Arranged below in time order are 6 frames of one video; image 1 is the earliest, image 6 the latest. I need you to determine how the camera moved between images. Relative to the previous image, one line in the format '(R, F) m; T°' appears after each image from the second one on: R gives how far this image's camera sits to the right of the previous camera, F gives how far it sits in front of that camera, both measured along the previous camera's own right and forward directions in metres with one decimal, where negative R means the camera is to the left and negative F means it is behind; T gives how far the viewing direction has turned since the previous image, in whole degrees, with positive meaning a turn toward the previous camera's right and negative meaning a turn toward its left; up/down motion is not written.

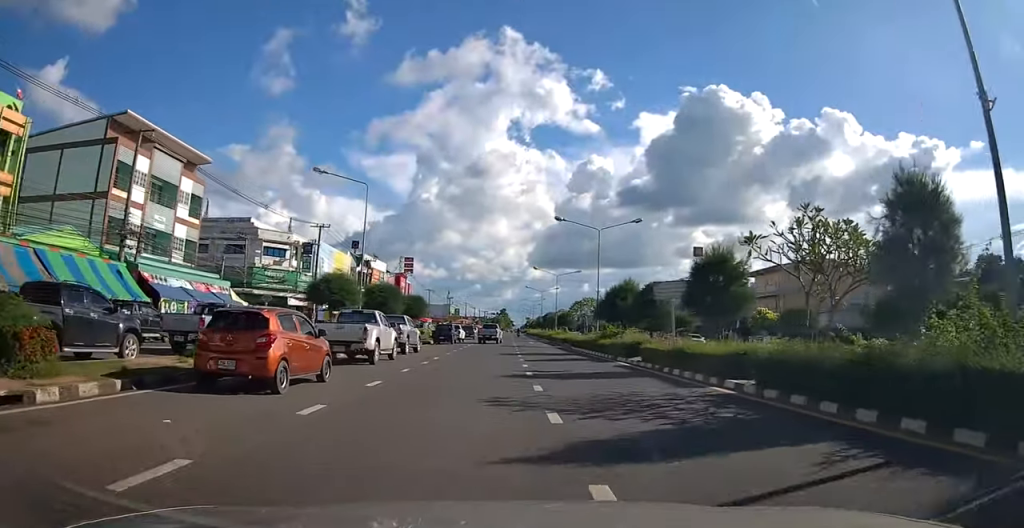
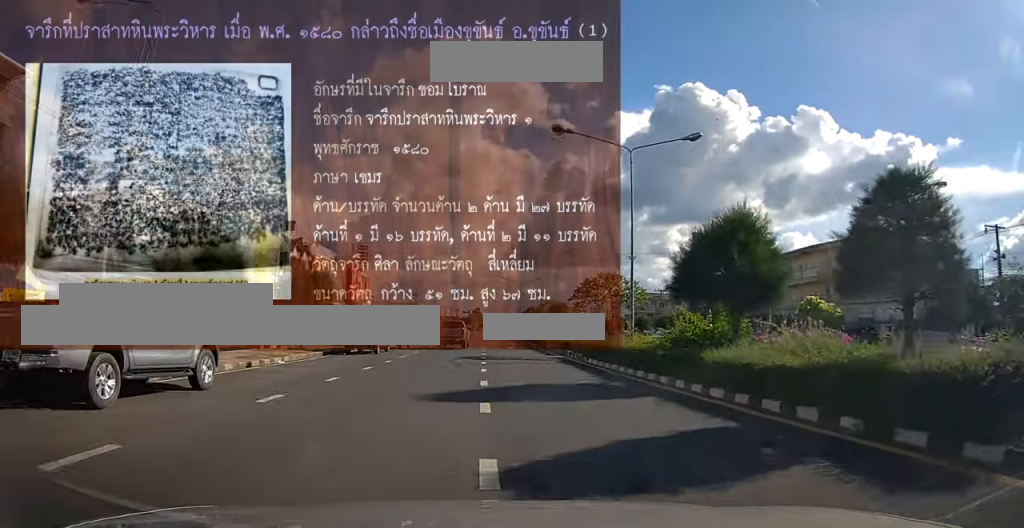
(+0.3, +19.6) m; +4°
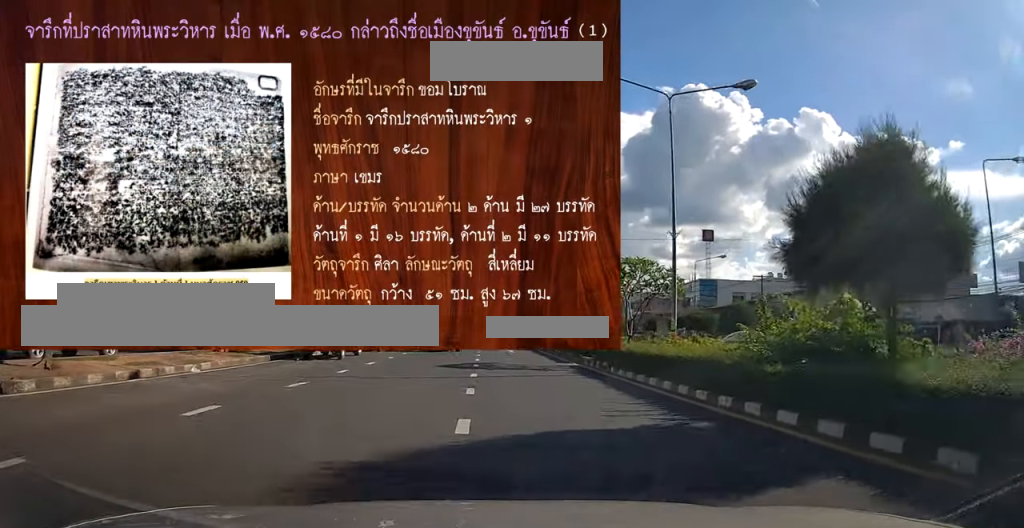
(+0.4, +5.9) m; 0°
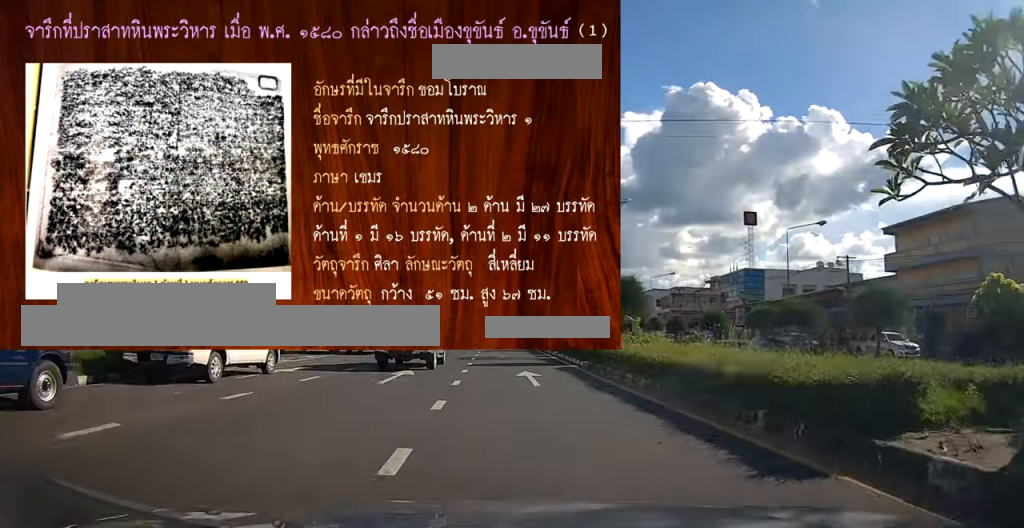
(-0.4, +17.9) m; -3°
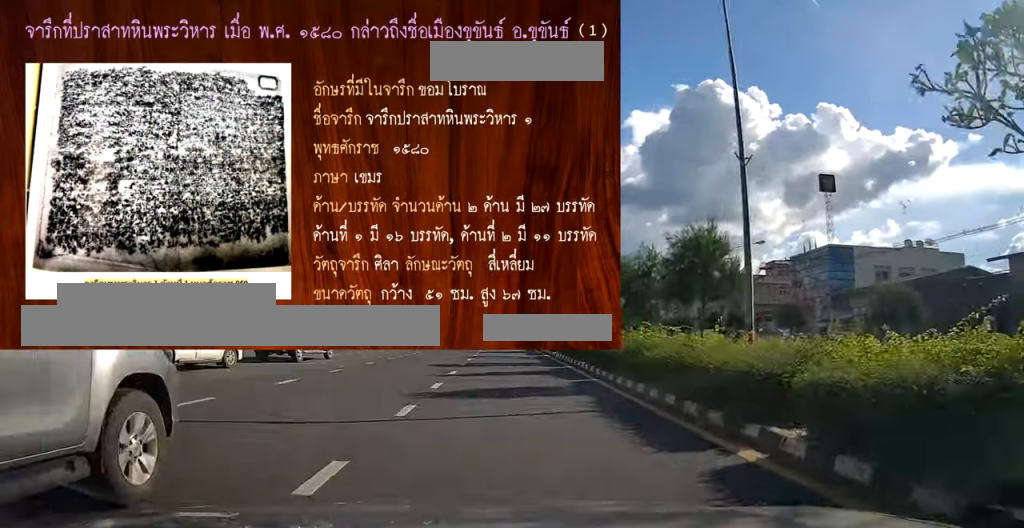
(+0.7, +25.0) m; +3°
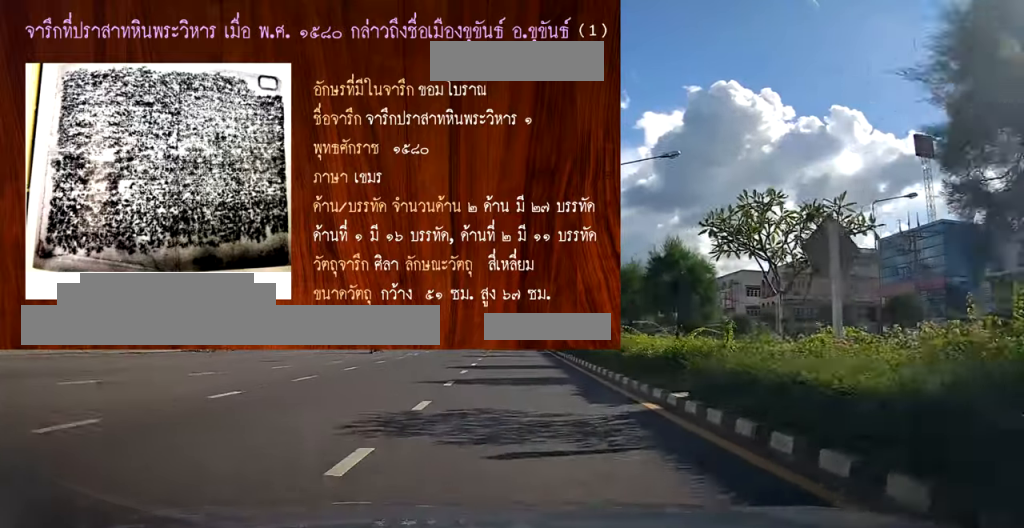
(-0.2, +19.6) m; -3°
